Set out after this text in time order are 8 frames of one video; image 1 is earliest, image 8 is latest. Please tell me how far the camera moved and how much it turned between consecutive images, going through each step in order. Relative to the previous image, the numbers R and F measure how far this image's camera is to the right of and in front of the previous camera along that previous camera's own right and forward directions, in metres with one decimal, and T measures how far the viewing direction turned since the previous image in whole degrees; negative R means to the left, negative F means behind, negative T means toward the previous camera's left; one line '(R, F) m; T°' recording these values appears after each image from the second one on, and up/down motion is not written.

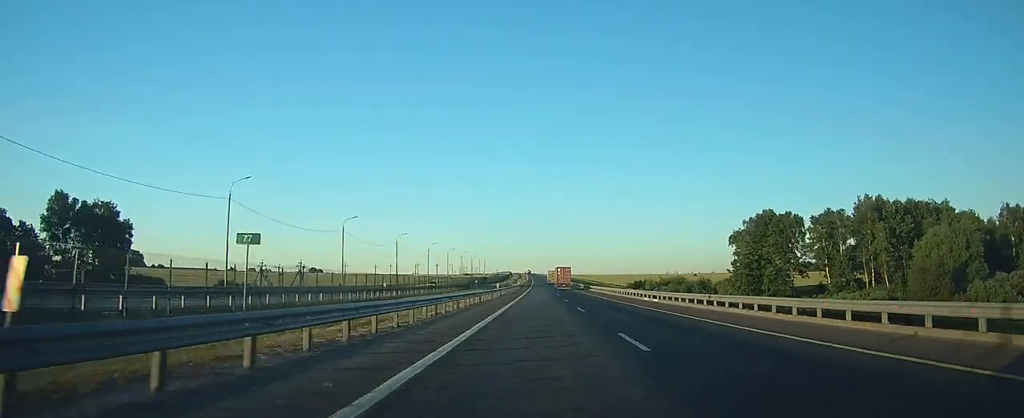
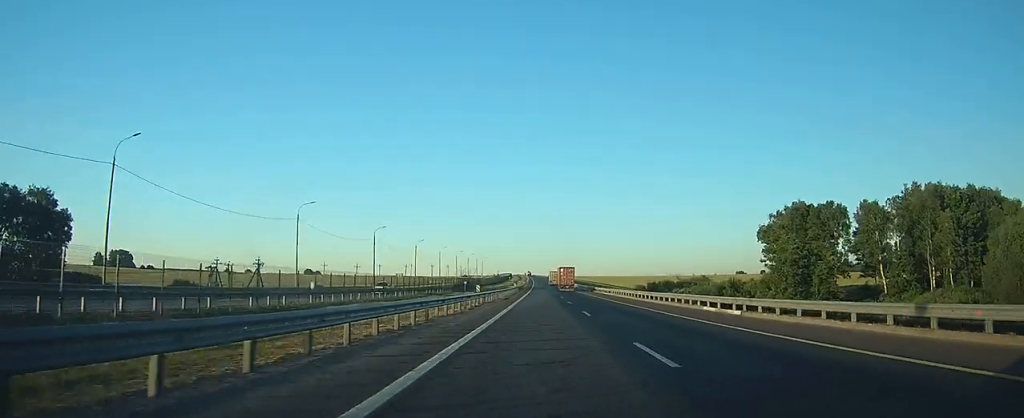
(0.0, +18.0) m; 0°
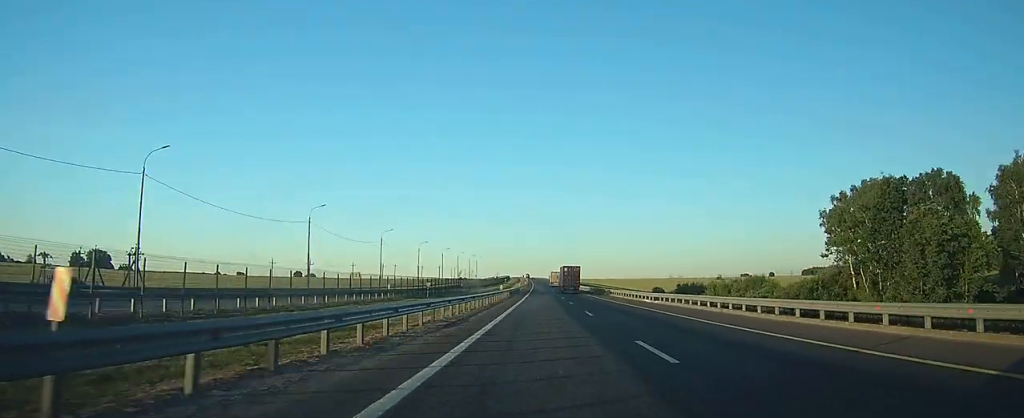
(0.0, +31.3) m; 0°
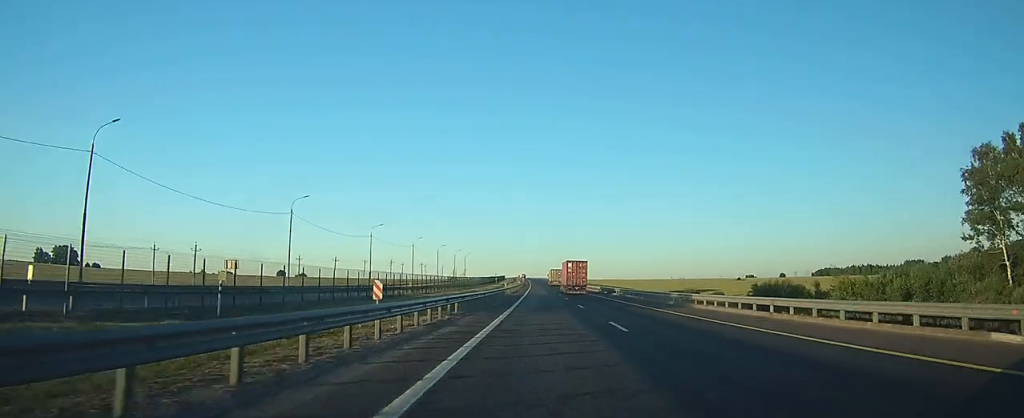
(-0.1, +41.0) m; 0°
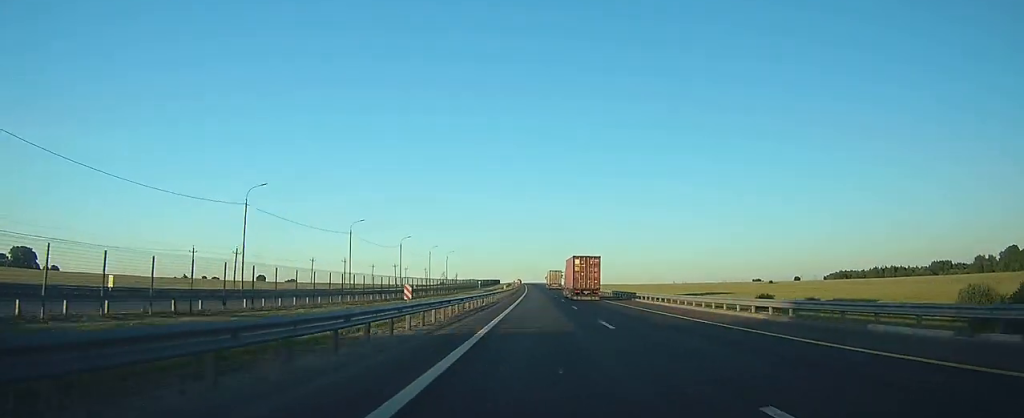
(0.0, +46.0) m; 0°
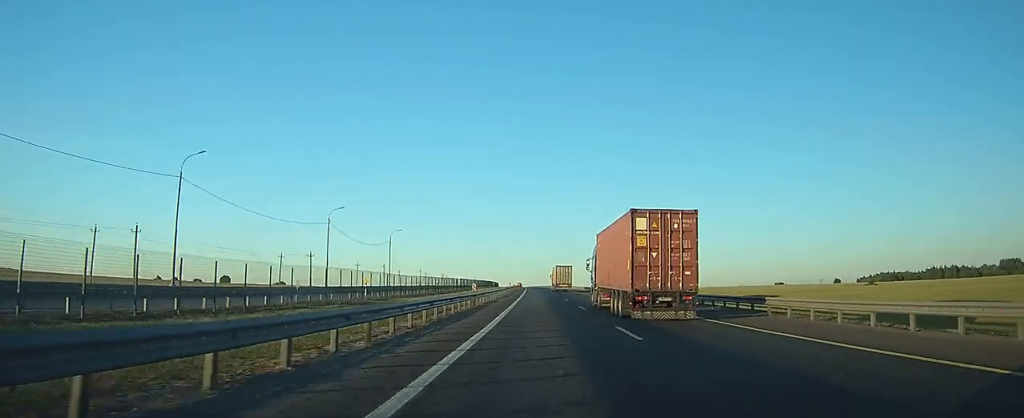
(-0.1, +83.6) m; 0°
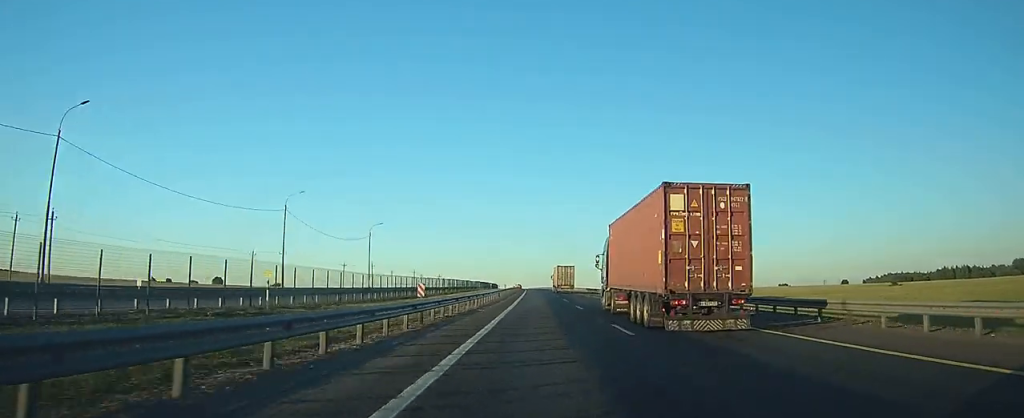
(-0.1, +14.5) m; 0°
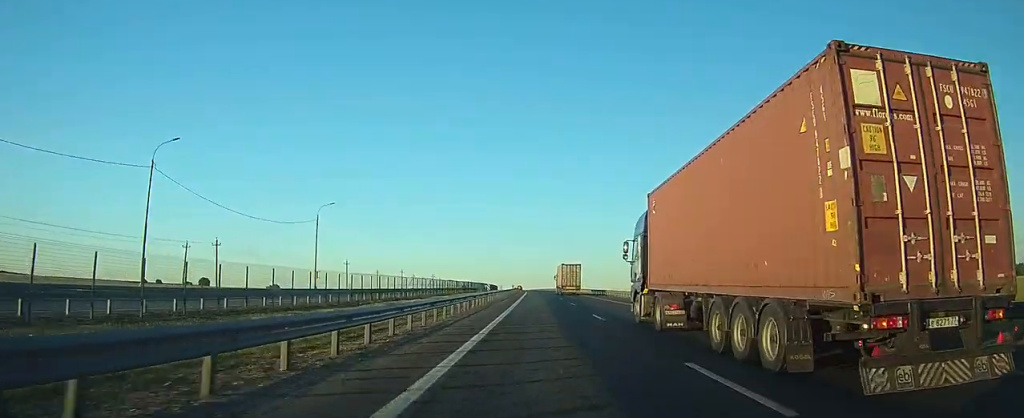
(-0.1, +25.3) m; 0°
